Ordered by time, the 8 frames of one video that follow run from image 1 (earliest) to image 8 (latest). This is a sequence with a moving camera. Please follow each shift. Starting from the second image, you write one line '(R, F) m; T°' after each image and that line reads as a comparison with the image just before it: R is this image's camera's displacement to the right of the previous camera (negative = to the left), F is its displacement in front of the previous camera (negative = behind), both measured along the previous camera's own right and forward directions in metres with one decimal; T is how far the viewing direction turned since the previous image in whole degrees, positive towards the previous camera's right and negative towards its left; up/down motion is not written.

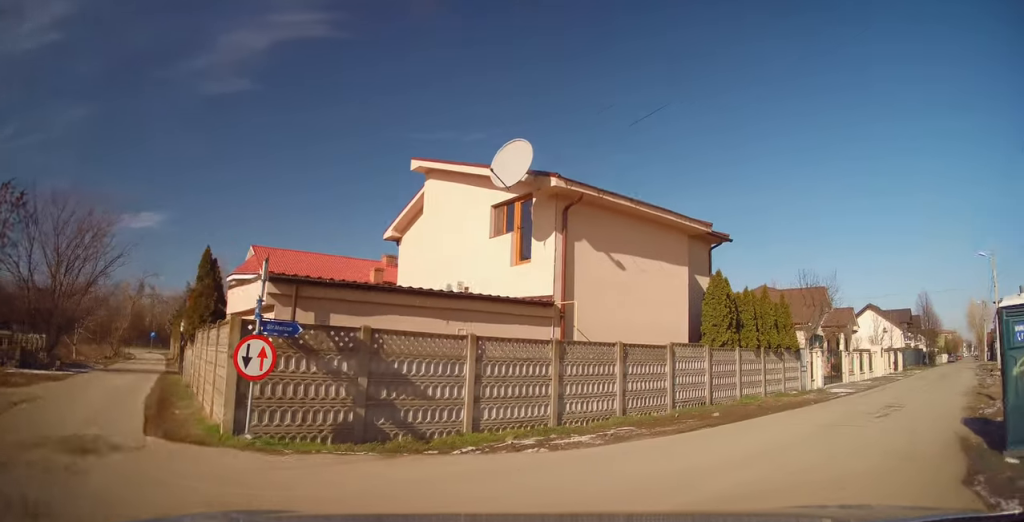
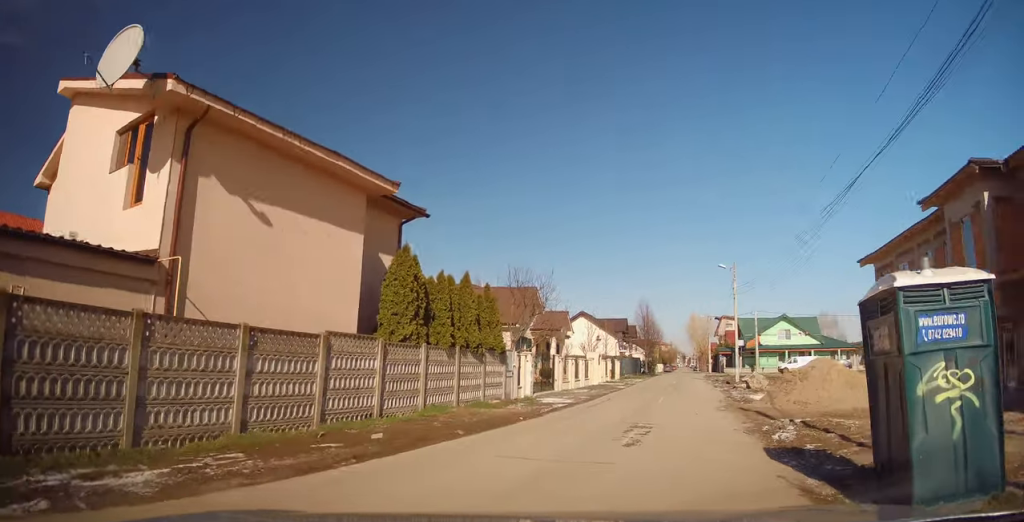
(+1.5, +3.9) m; +28°
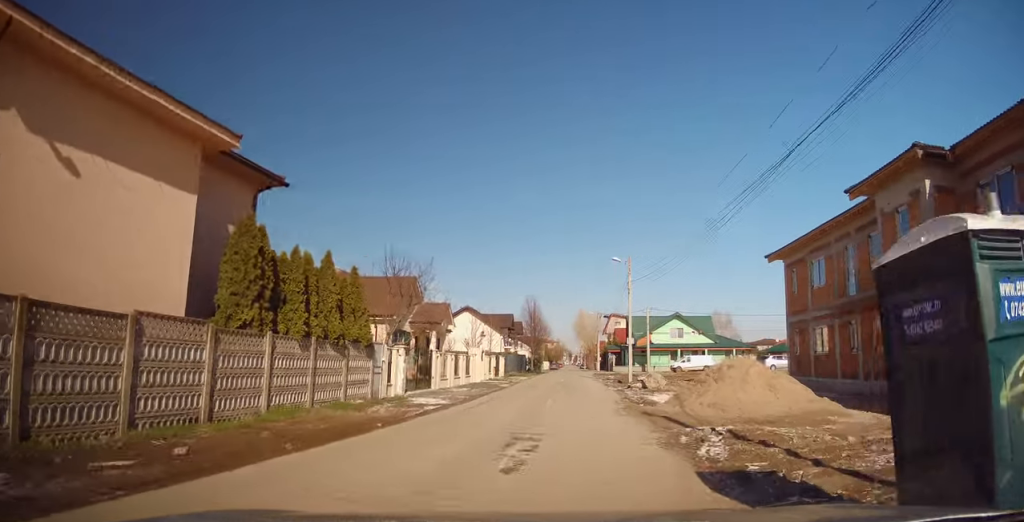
(+0.1, +1.9) m; +5°
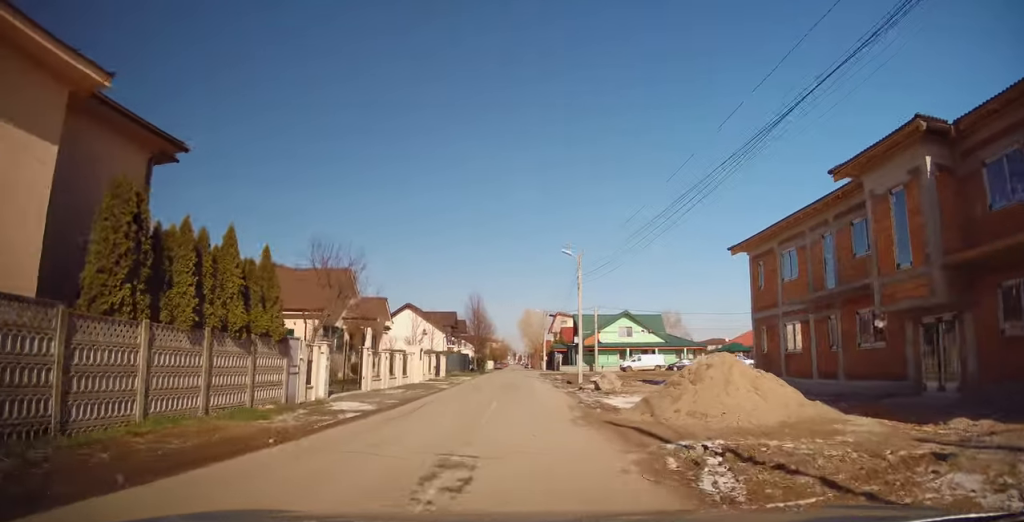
(+0.1, +2.1) m; +3°
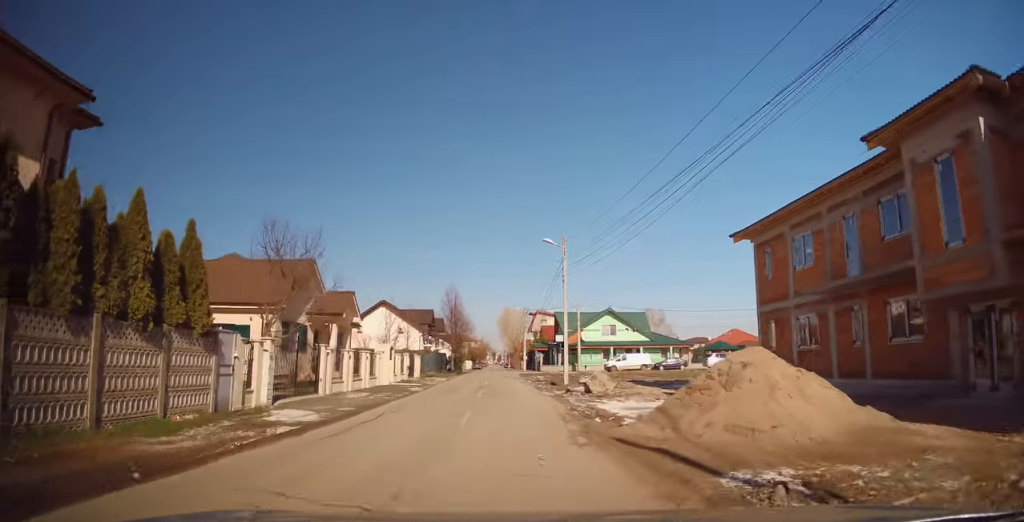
(+0.1, +2.4) m; +2°
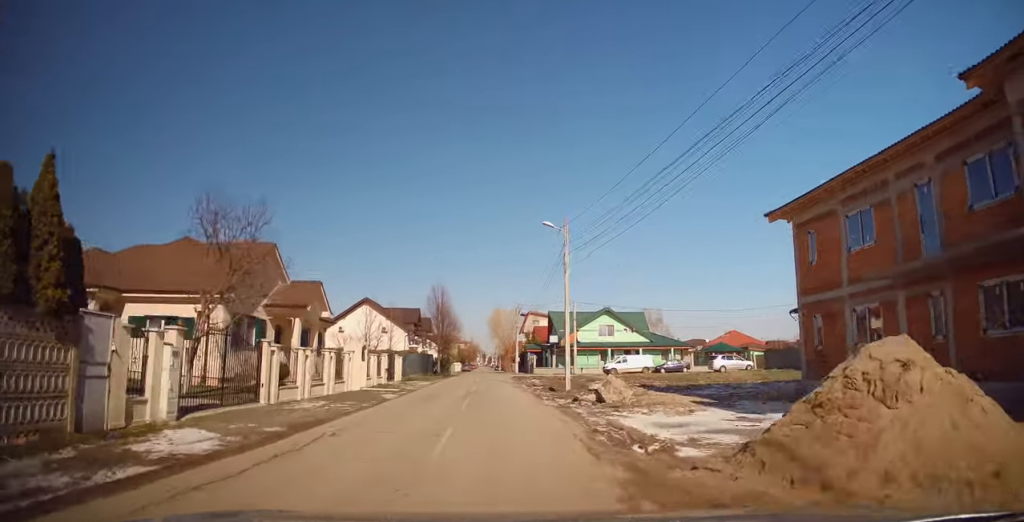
(+0.1, +3.6) m; +2°
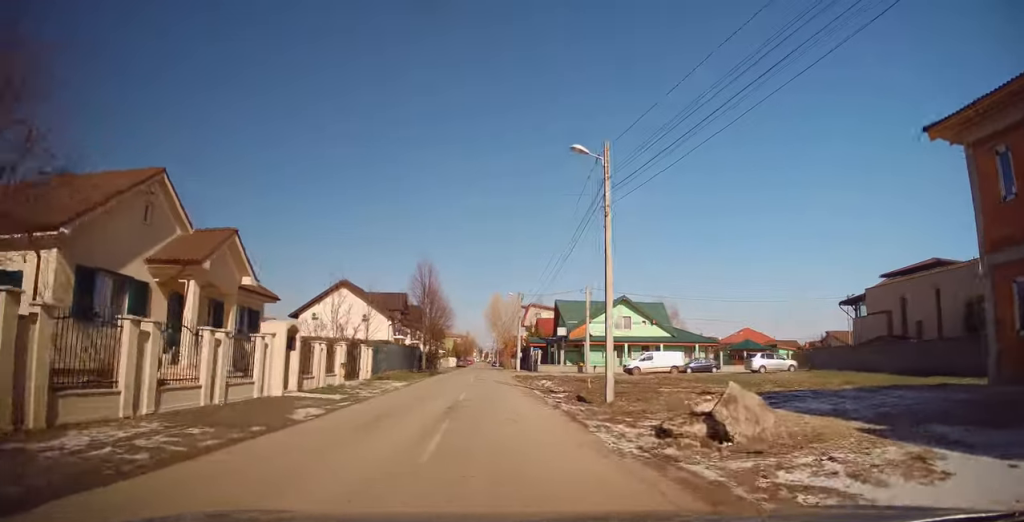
(+0.1, +7.7) m; 0°
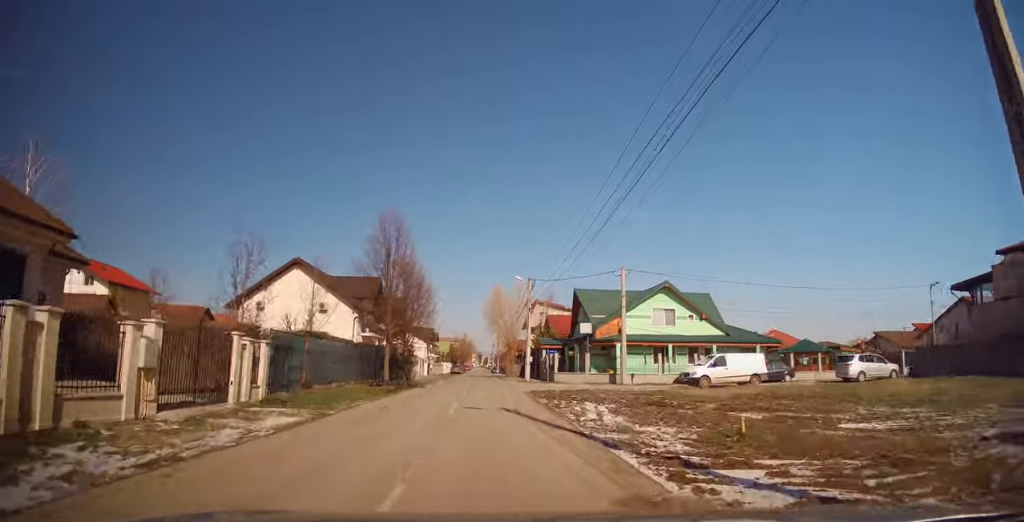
(-0.3, +13.3) m; 0°
